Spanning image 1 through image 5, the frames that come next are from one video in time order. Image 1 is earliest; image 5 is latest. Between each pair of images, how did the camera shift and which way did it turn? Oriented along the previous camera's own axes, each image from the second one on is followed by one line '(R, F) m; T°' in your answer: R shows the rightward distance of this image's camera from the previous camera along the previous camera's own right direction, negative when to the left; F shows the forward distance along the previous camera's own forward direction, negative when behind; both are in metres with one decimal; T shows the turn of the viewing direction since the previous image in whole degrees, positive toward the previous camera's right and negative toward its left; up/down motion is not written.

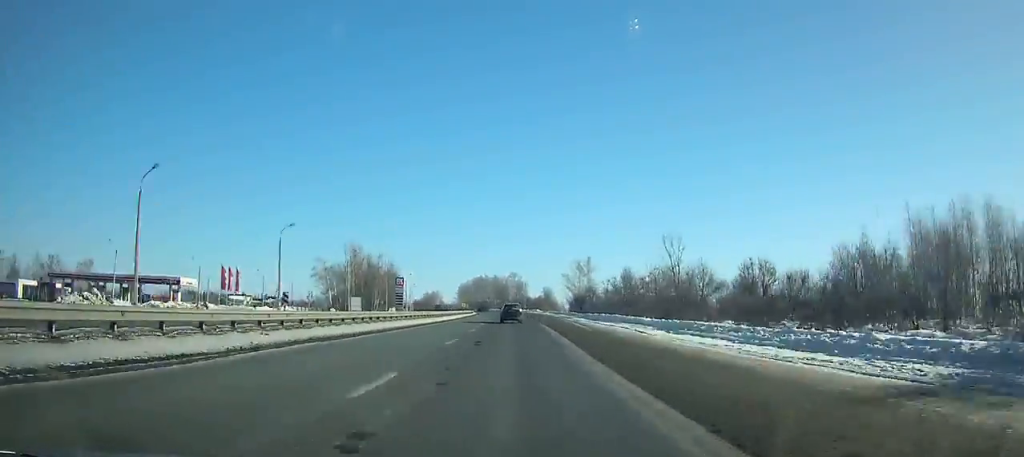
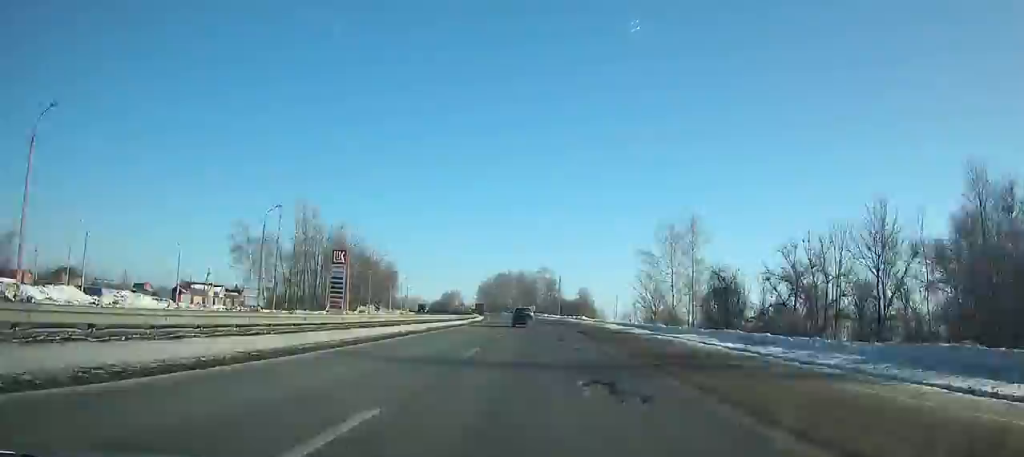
(0.0, +65.4) m; -1°
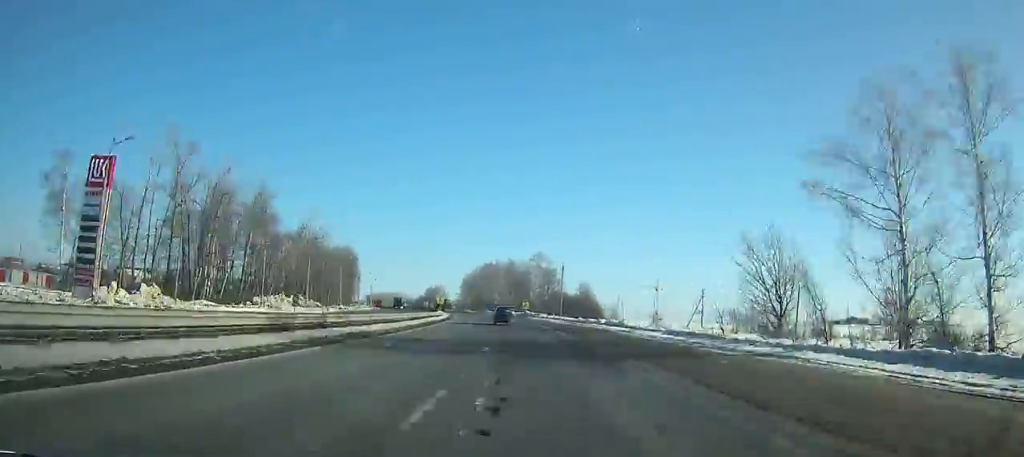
(-0.5, +46.3) m; -1°
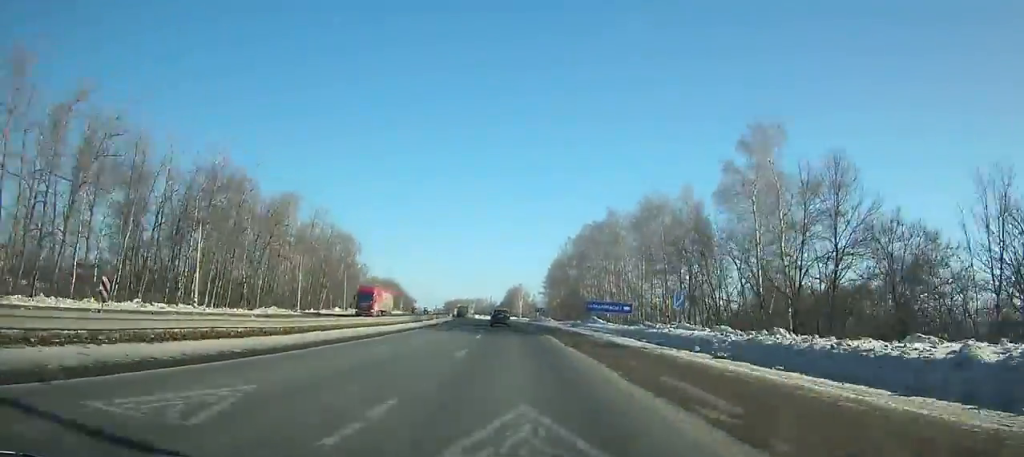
(-6.2, +119.7) m; -7°
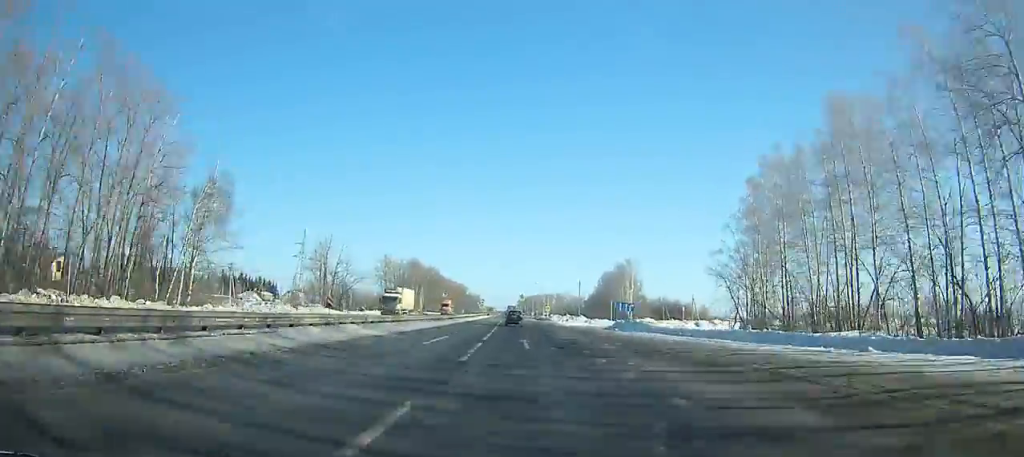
(-10.4, +129.8) m; -8°
